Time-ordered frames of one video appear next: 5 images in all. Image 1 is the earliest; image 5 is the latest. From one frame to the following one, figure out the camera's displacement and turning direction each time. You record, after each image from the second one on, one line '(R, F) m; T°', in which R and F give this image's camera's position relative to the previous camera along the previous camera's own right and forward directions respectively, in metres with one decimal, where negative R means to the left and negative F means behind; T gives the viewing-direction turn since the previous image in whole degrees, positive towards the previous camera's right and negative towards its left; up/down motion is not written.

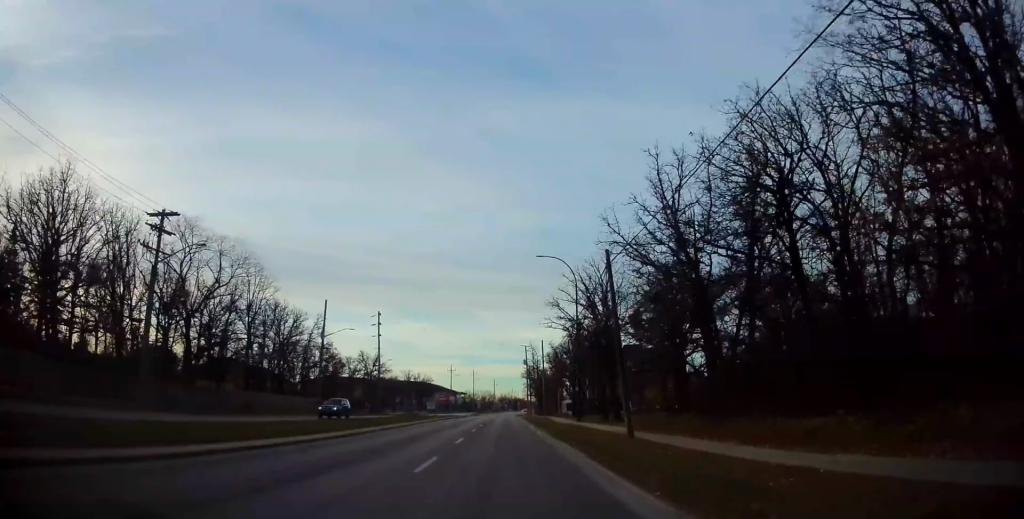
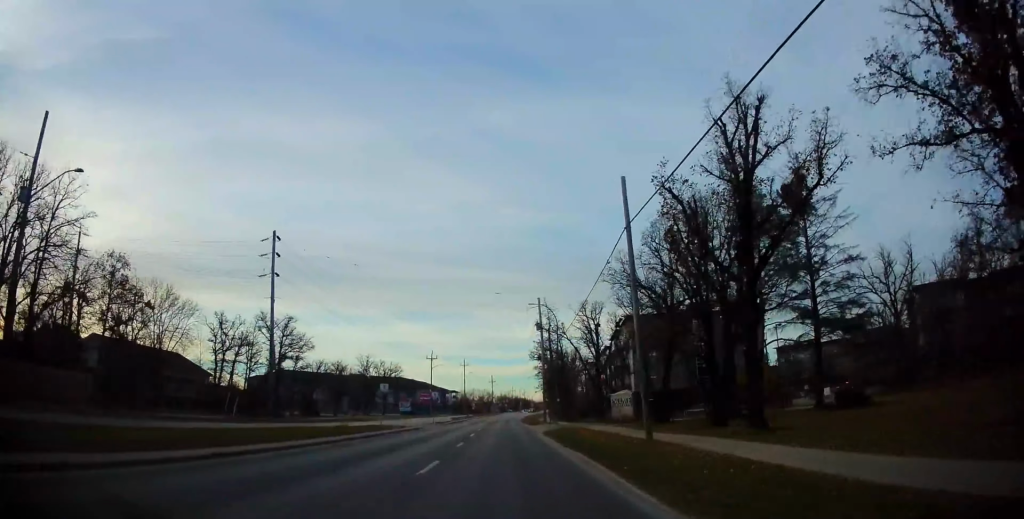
(-0.5, +45.7) m; -1°
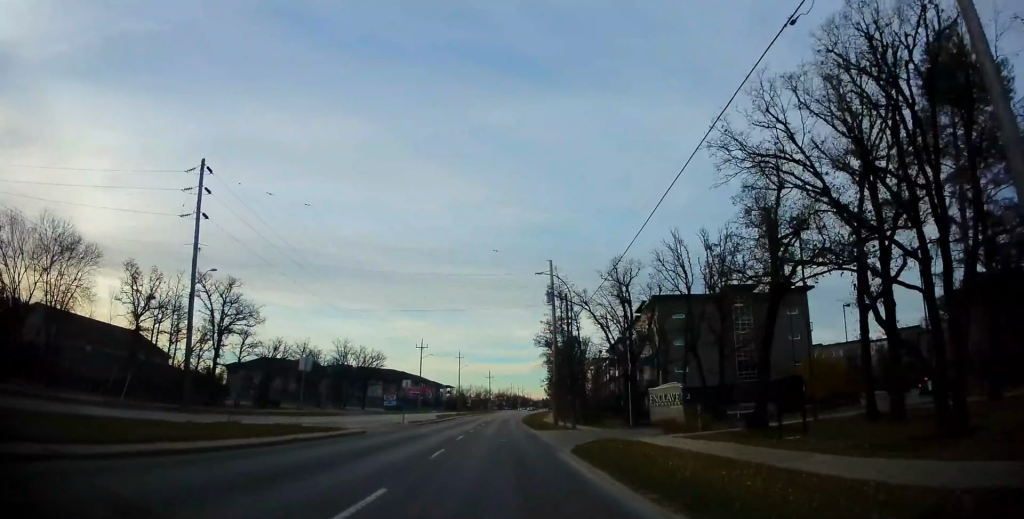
(0.0, +14.8) m; 0°
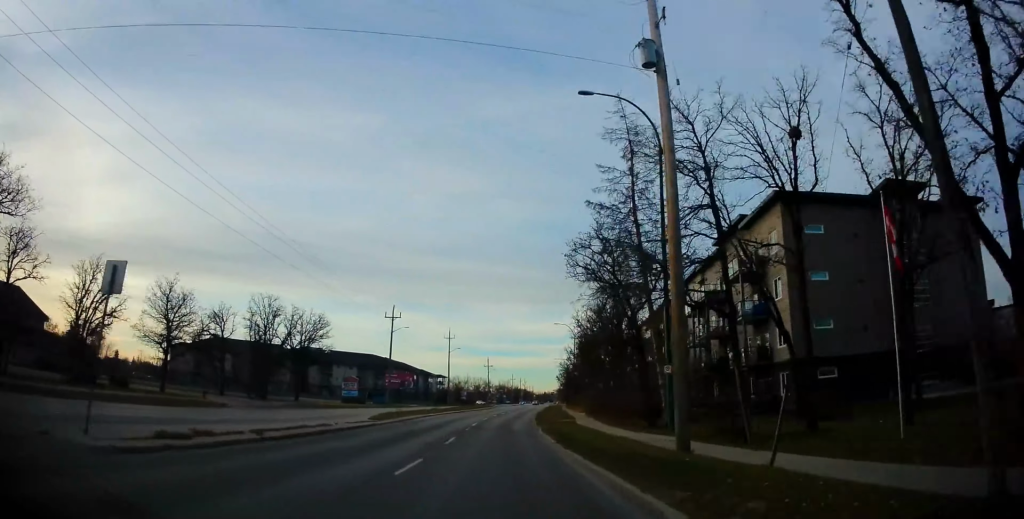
(0.0, +31.8) m; 0°
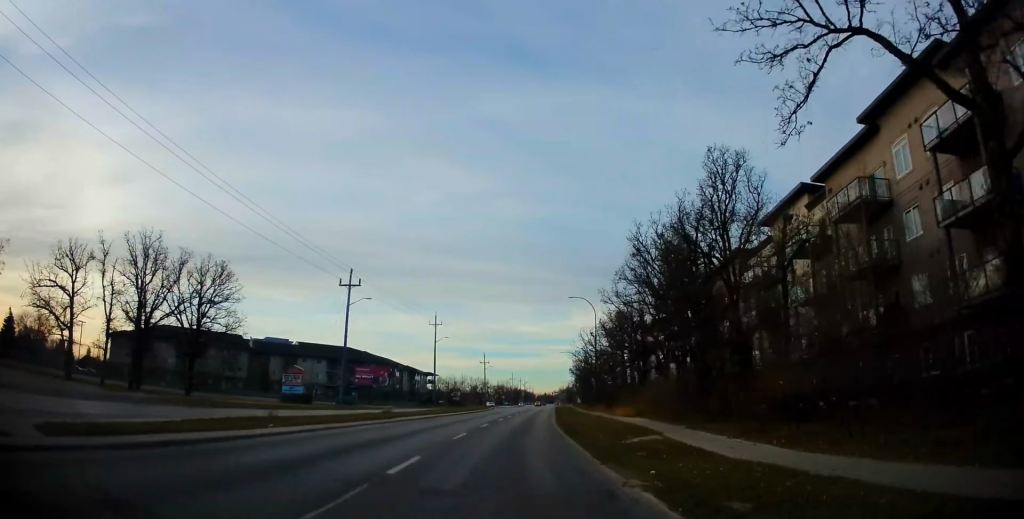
(+0.3, +24.1) m; +1°
